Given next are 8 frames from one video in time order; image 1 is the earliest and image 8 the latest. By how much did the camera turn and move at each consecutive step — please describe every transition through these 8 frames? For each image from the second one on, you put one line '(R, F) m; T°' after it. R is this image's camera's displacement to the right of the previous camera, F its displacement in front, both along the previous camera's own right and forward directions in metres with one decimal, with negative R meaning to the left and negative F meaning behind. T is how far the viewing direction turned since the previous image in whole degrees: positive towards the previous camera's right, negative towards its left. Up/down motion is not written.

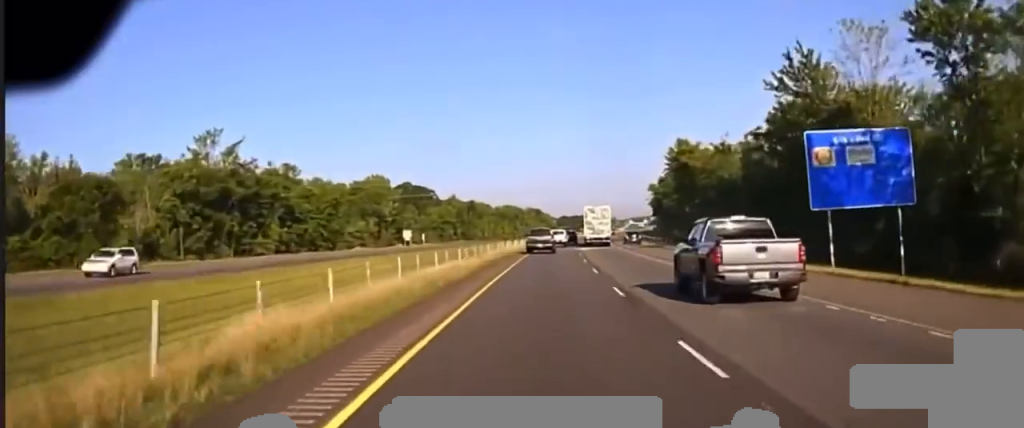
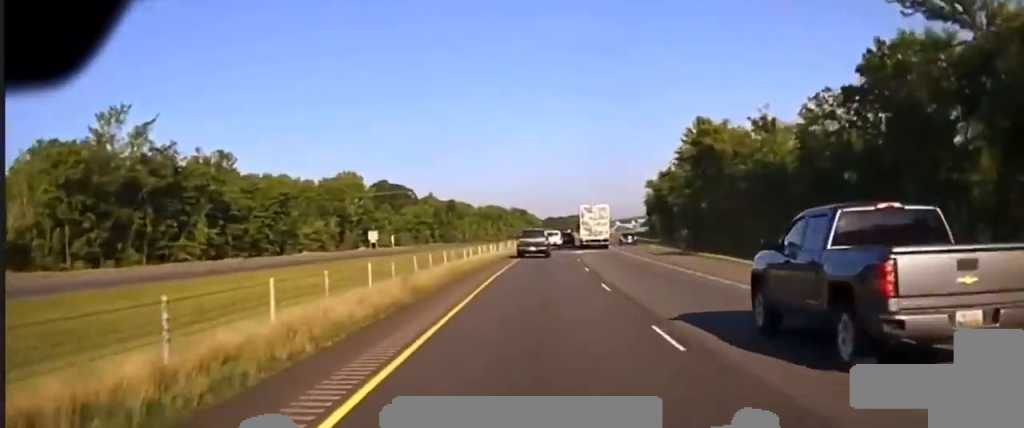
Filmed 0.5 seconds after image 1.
(0.0, +22.0) m; +1°
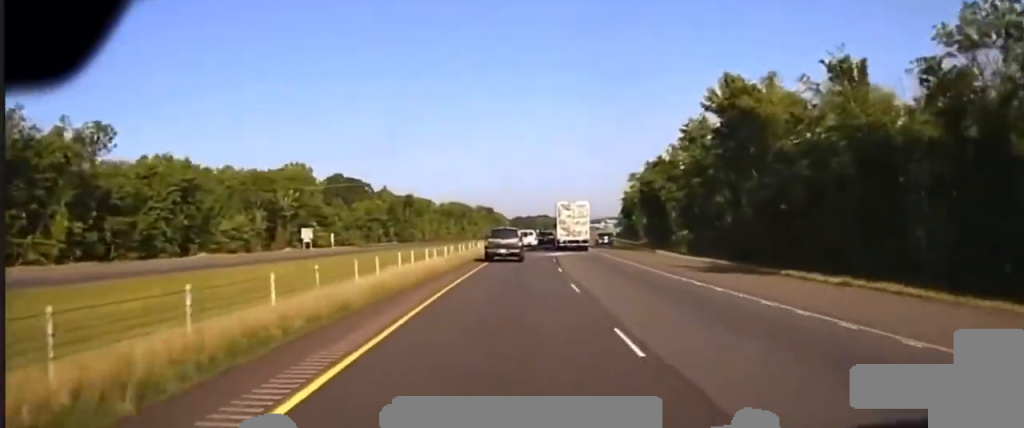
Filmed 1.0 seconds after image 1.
(+0.3, +25.4) m; +1°
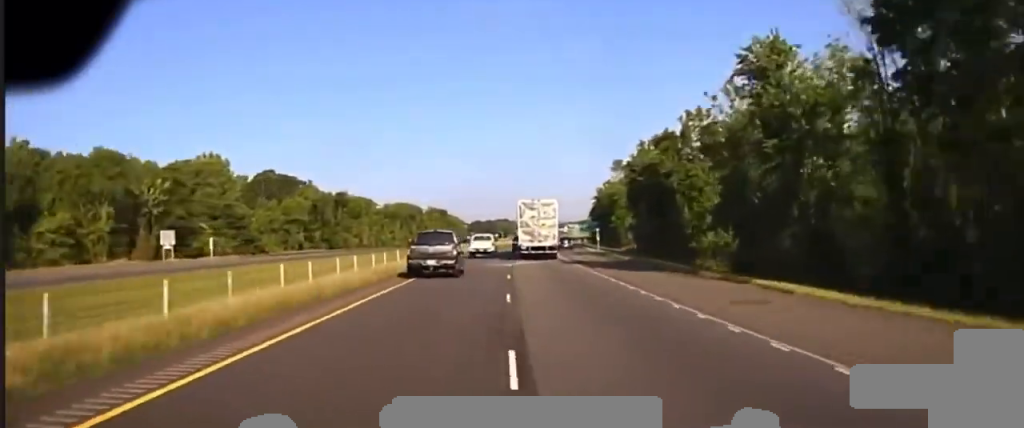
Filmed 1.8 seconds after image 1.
(+0.7, +40.2) m; +2°
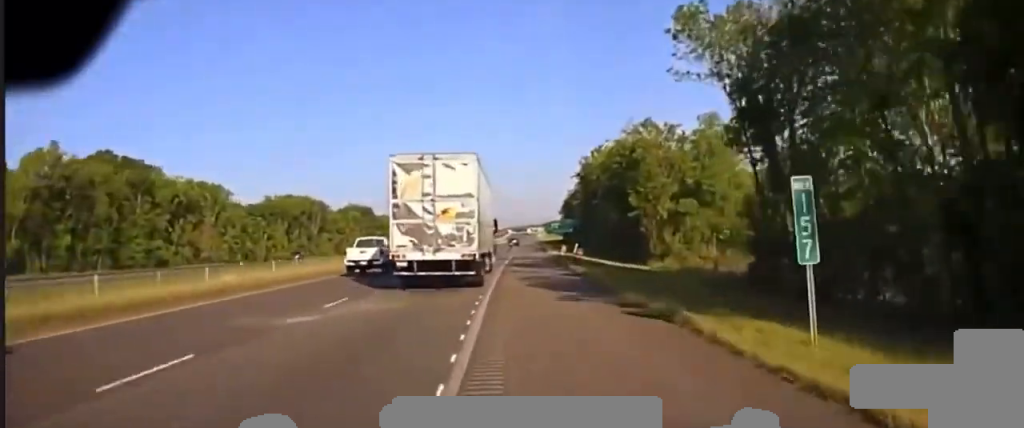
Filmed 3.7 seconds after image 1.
(+4.3, +94.4) m; +4°
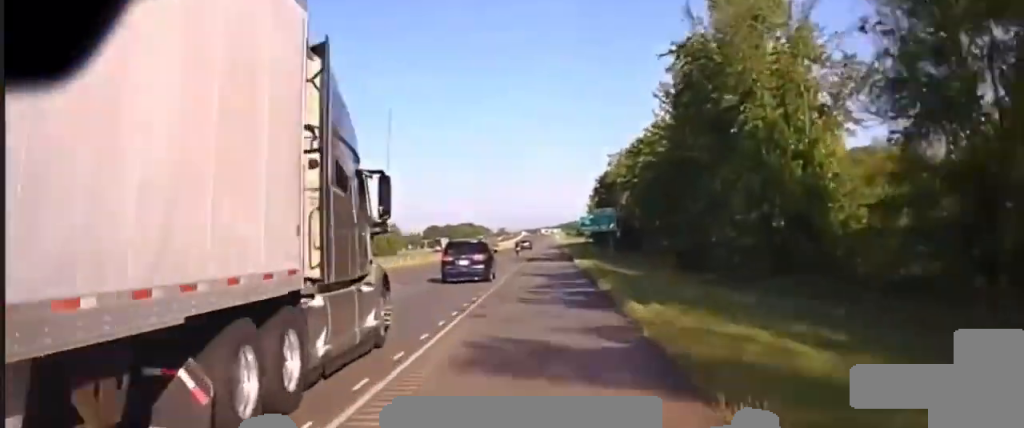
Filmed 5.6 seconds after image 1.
(+0.2, +83.2) m; 0°
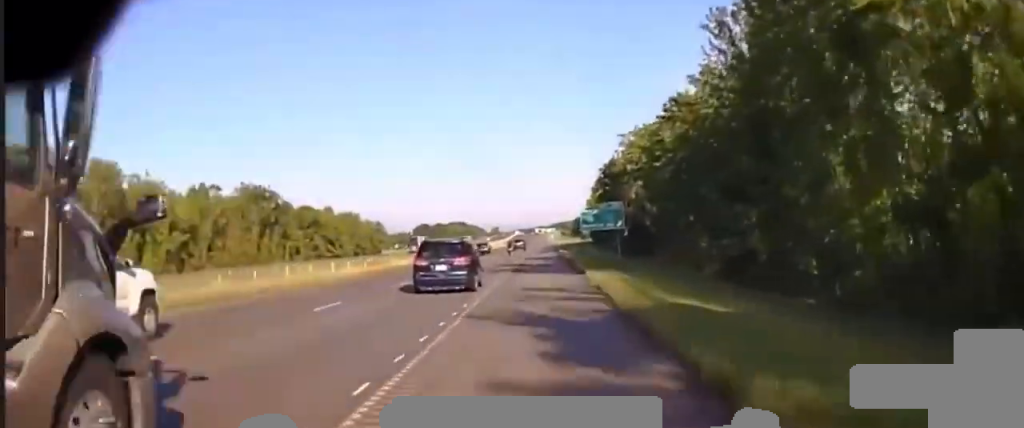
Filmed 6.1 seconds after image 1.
(-0.1, +19.9) m; 0°
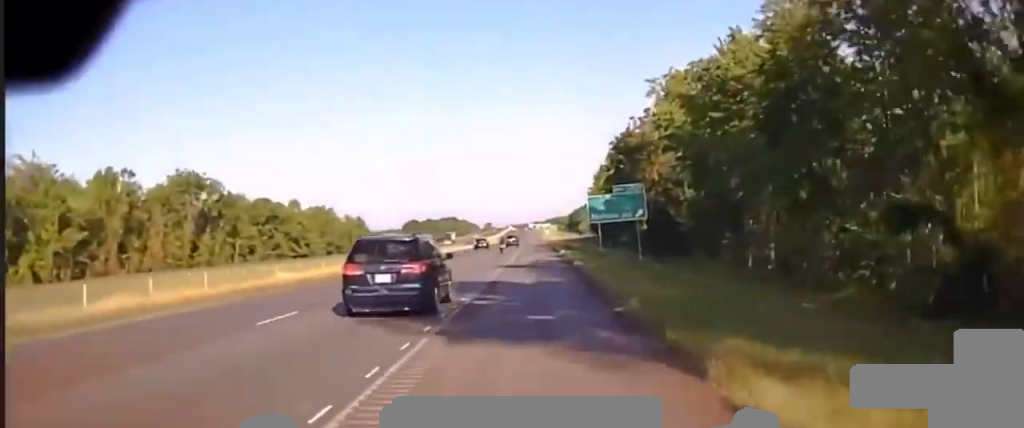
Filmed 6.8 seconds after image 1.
(-0.1, +25.4) m; 0°
